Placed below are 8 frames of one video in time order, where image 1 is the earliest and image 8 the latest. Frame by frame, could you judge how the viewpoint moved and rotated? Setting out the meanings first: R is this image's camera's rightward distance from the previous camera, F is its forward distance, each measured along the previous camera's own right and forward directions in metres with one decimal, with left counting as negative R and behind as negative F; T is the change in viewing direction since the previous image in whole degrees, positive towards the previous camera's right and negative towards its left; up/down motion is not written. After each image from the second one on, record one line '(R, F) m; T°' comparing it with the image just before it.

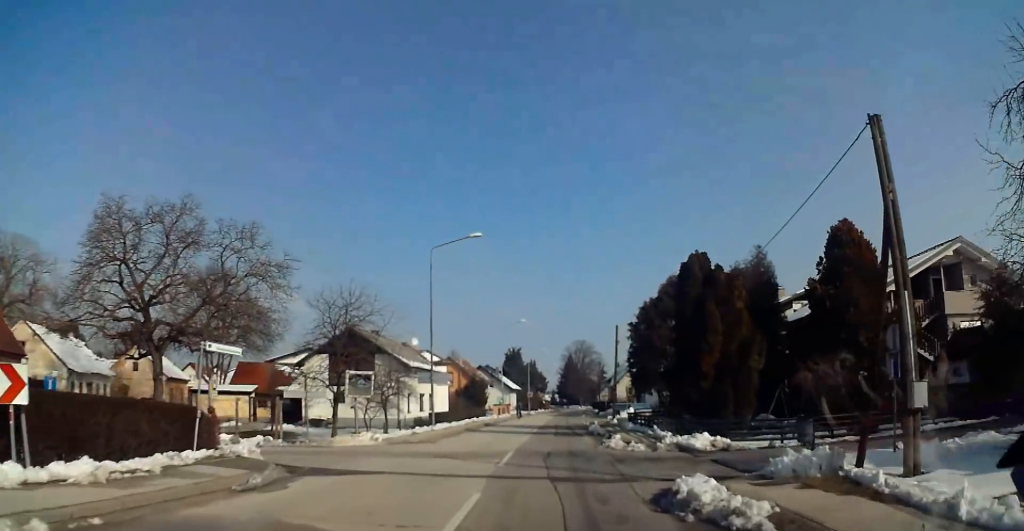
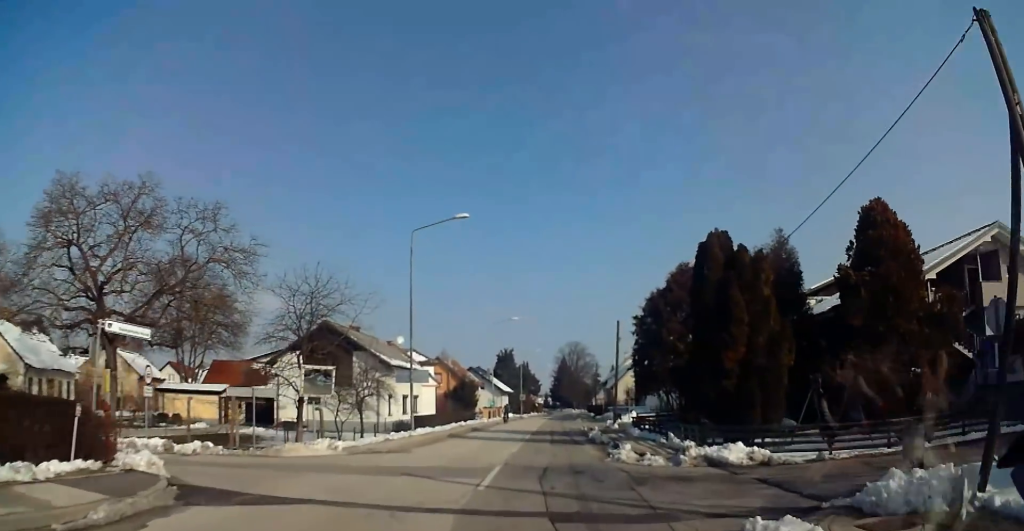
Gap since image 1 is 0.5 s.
(0.0, +4.3) m; +1°
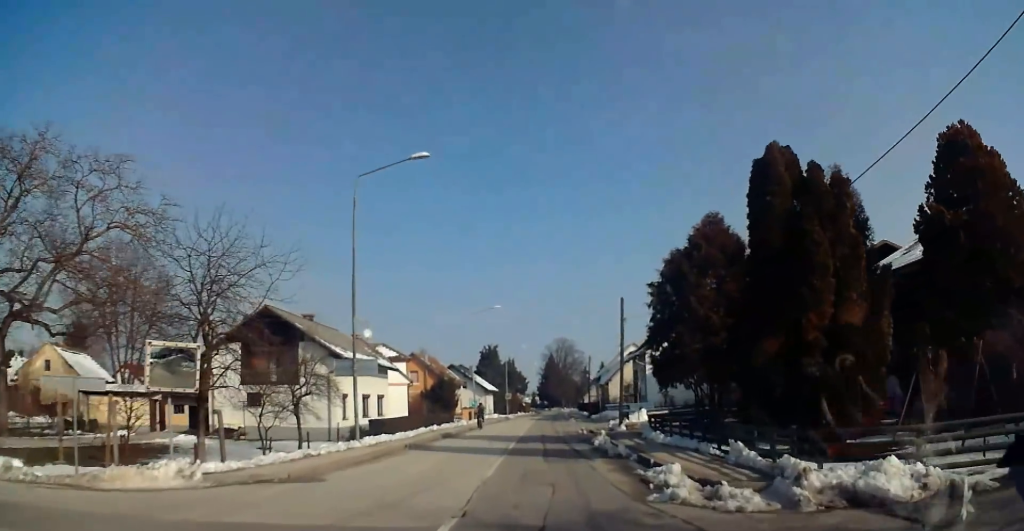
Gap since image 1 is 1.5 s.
(+0.2, +8.2) m; +1°
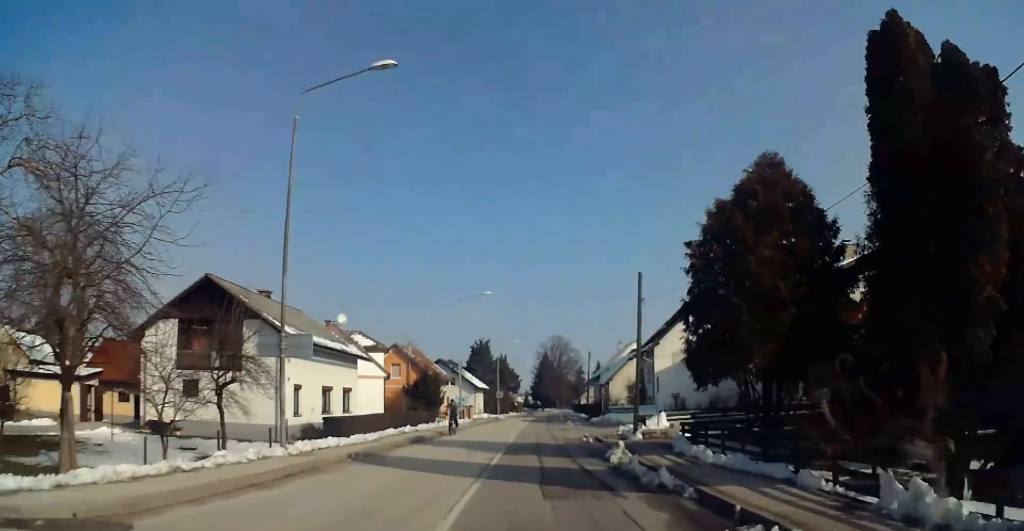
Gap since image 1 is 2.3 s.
(0.0, +6.8) m; -1°
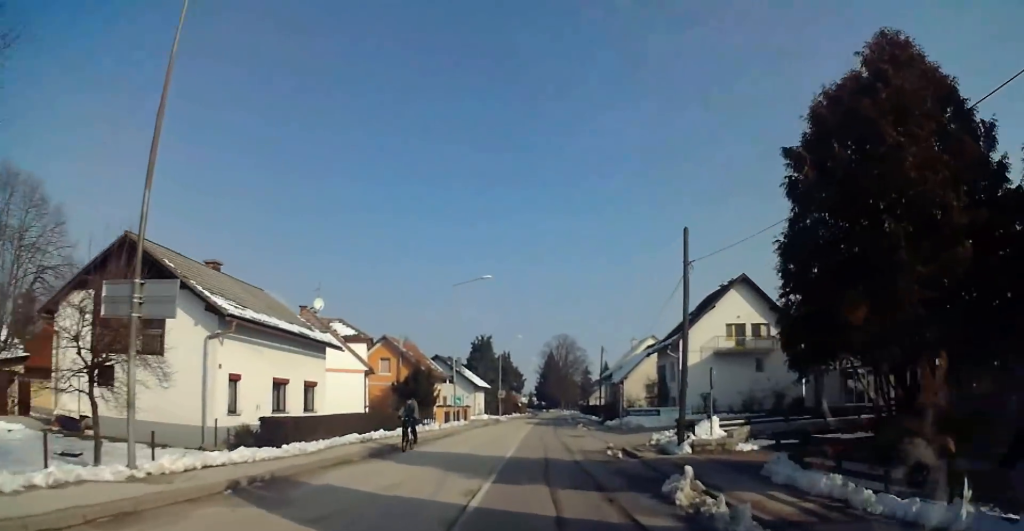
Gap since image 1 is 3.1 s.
(-0.1, +7.4) m; 0°
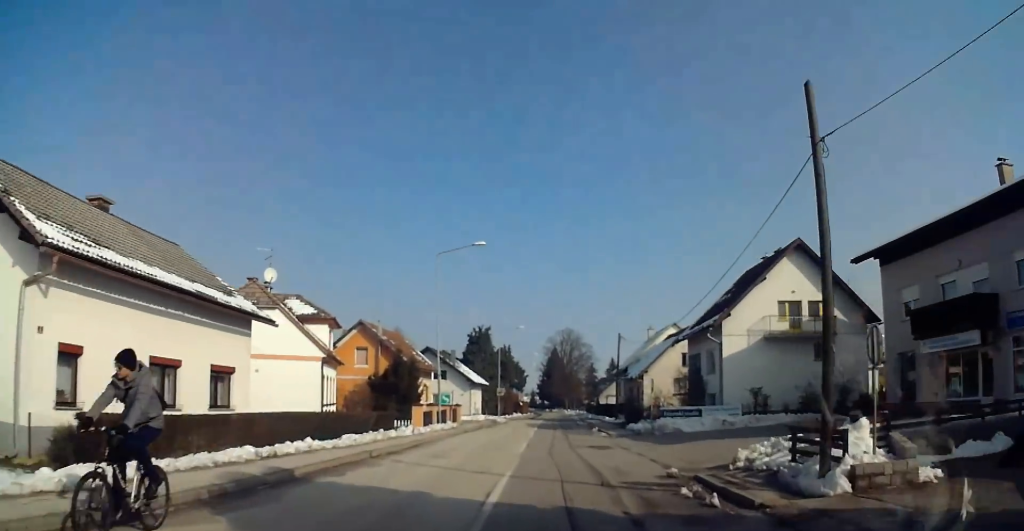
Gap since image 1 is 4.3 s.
(+0.3, +9.6) m; +4°
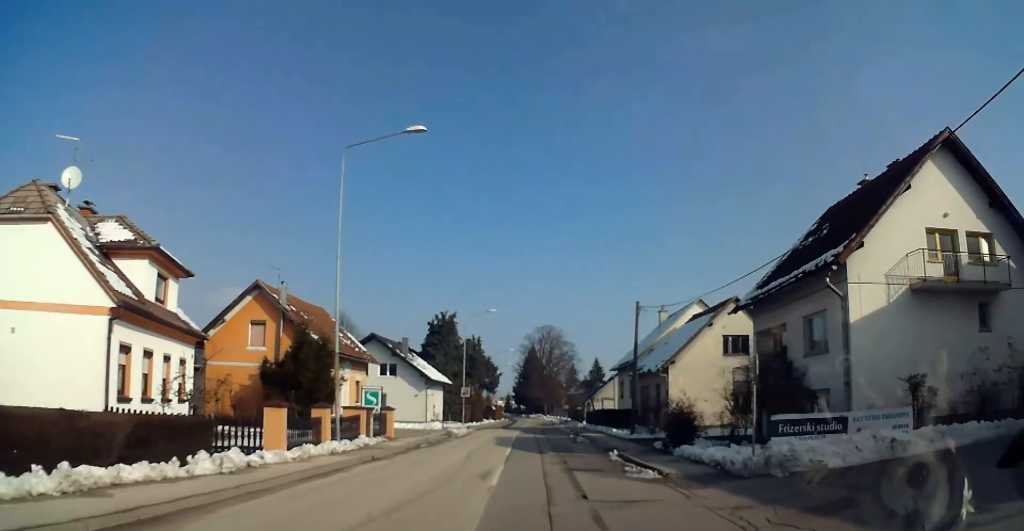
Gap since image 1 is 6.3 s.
(+0.1, +17.0) m; -1°
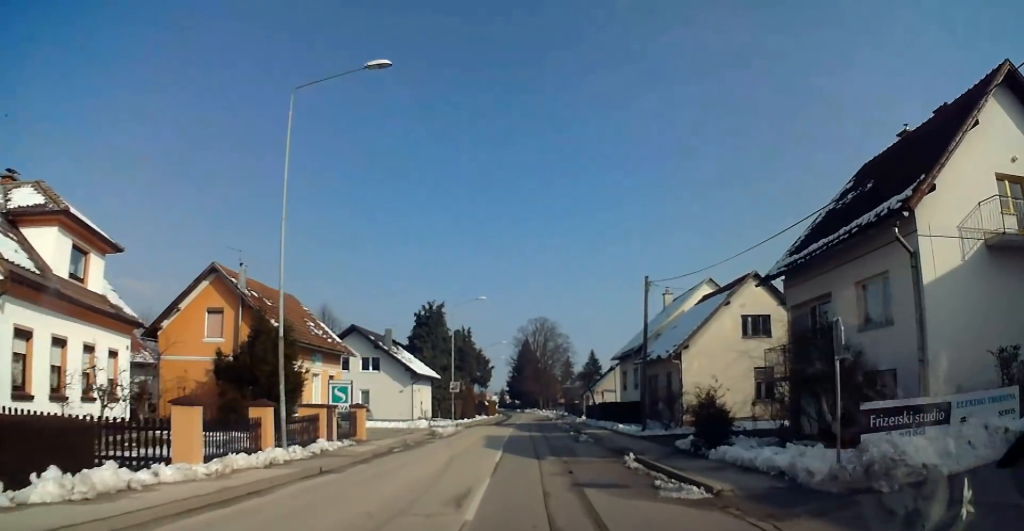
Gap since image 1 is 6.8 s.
(0.0, +4.5) m; 0°
